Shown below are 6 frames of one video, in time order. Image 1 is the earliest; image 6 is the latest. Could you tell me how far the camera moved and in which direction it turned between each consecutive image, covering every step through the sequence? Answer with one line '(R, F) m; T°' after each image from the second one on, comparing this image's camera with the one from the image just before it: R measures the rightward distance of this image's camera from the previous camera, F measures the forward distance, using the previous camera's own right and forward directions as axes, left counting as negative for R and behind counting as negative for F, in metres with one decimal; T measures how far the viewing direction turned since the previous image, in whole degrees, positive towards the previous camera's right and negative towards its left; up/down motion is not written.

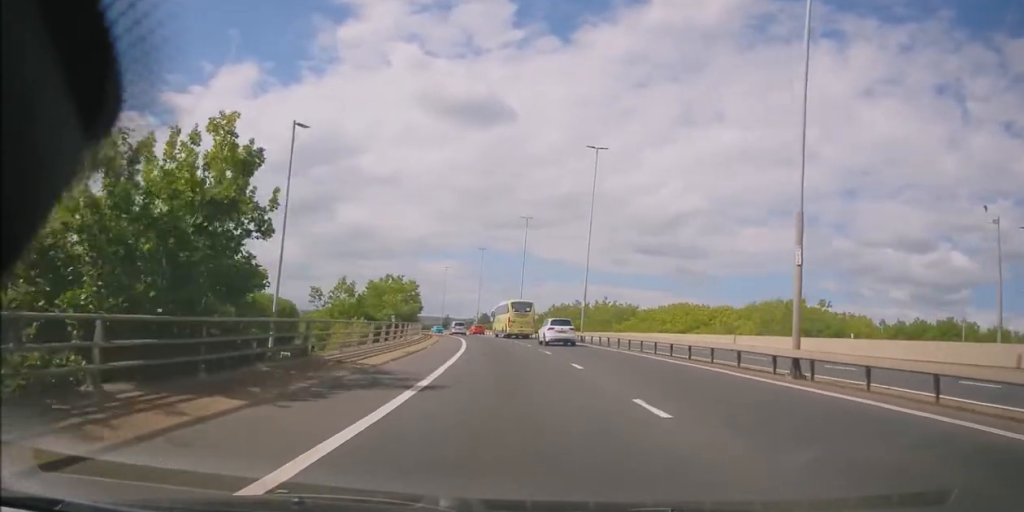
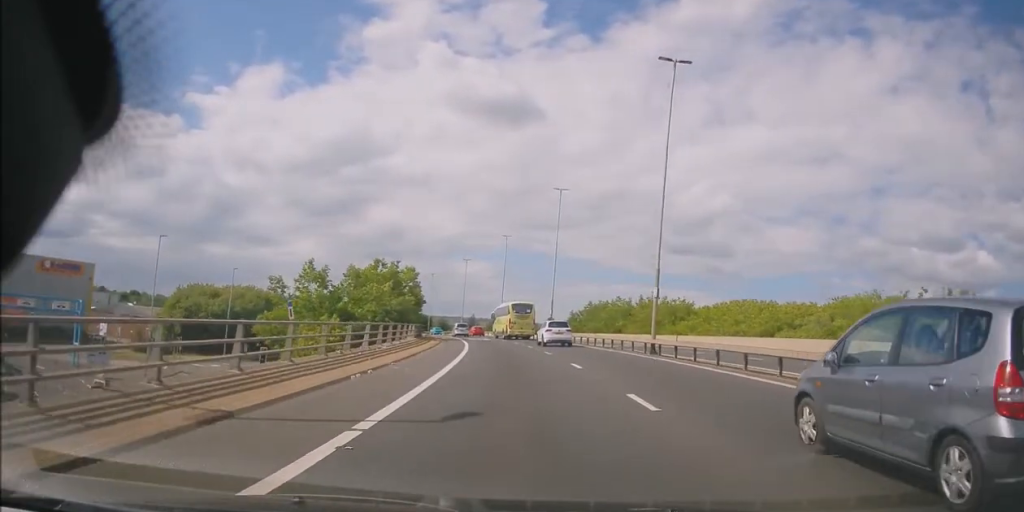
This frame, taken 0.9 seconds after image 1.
(-0.6, +16.9) m; -2°
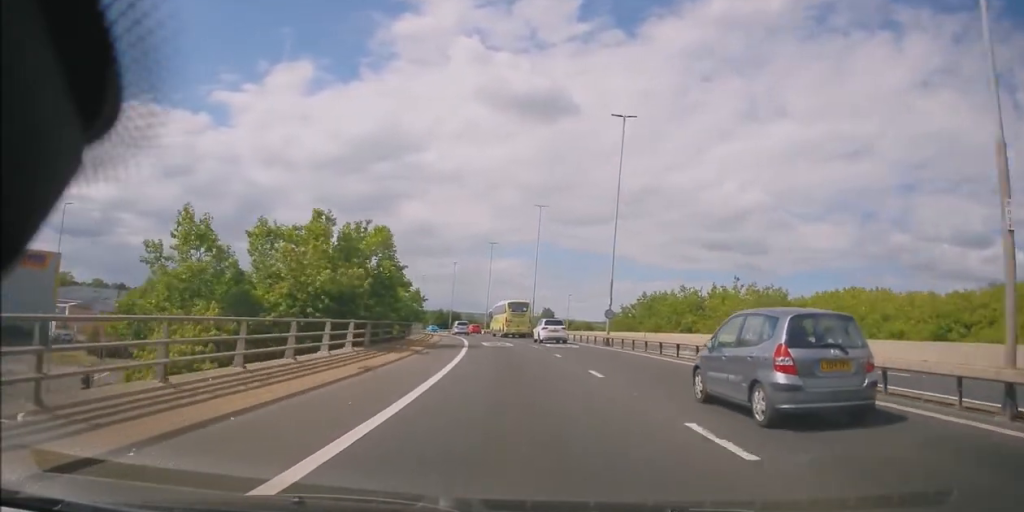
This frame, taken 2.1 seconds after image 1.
(-0.1, +21.4) m; -3°
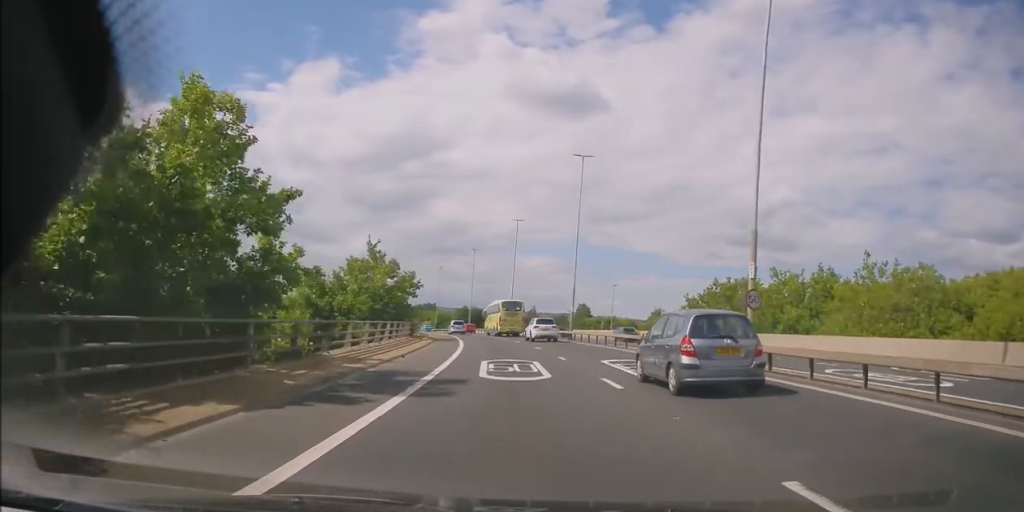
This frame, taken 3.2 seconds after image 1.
(-0.9, +20.8) m; -4°
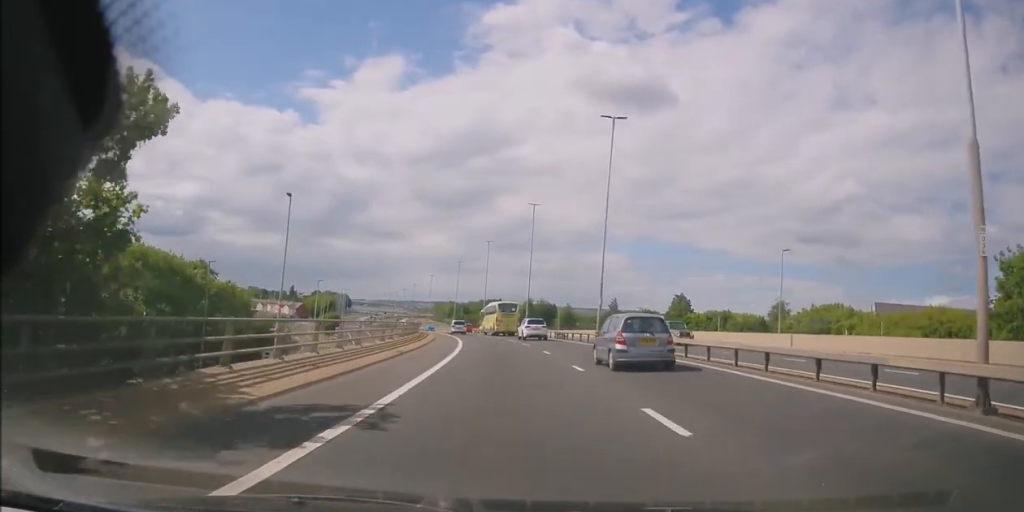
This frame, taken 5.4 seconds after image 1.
(-1.9, +39.1) m; -5°
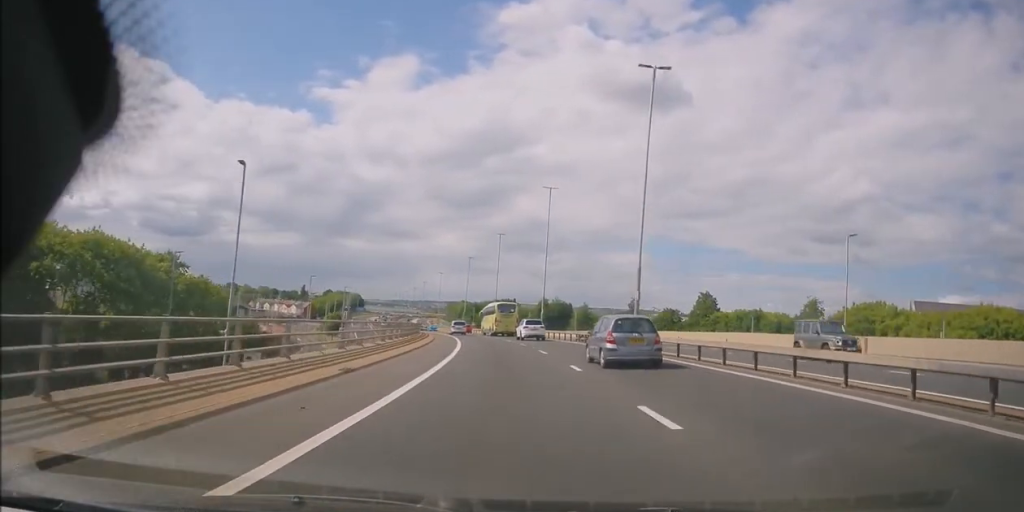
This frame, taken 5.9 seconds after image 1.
(0.0, +8.0) m; -1°
